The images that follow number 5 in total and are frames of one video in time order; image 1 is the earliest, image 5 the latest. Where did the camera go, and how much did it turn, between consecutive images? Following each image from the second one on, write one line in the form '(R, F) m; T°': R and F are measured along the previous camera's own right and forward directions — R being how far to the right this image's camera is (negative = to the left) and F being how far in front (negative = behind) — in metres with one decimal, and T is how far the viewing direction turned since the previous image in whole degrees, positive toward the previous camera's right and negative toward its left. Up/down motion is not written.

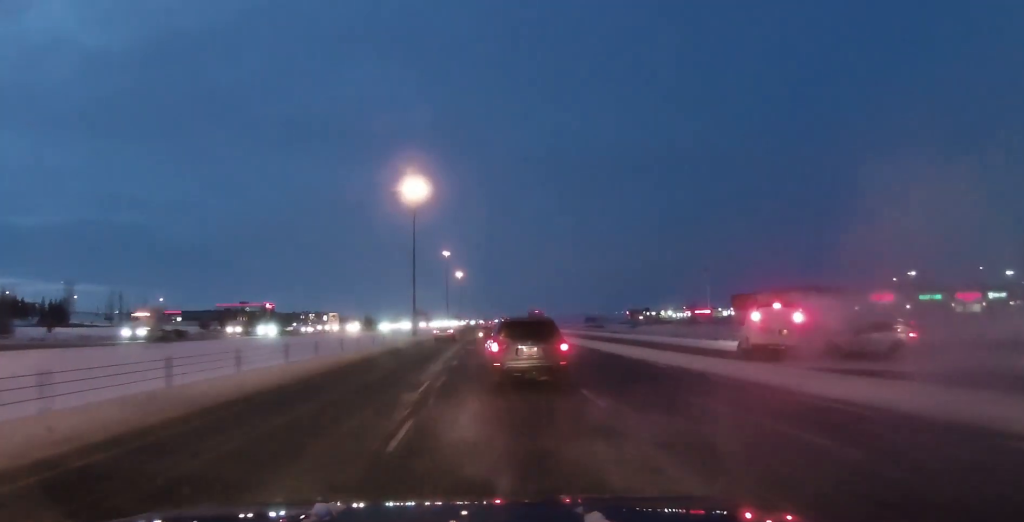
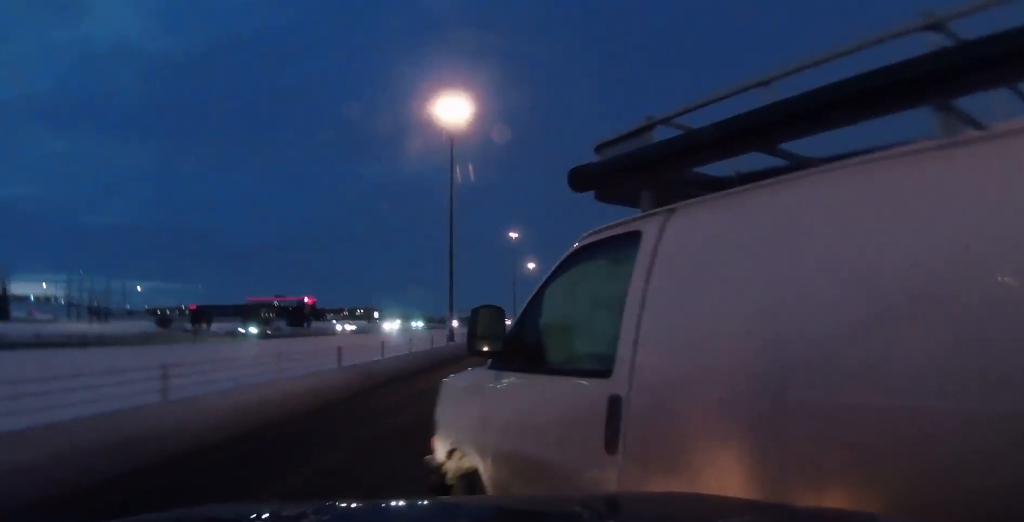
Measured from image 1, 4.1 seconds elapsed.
(-1.0, +61.7) m; -4°
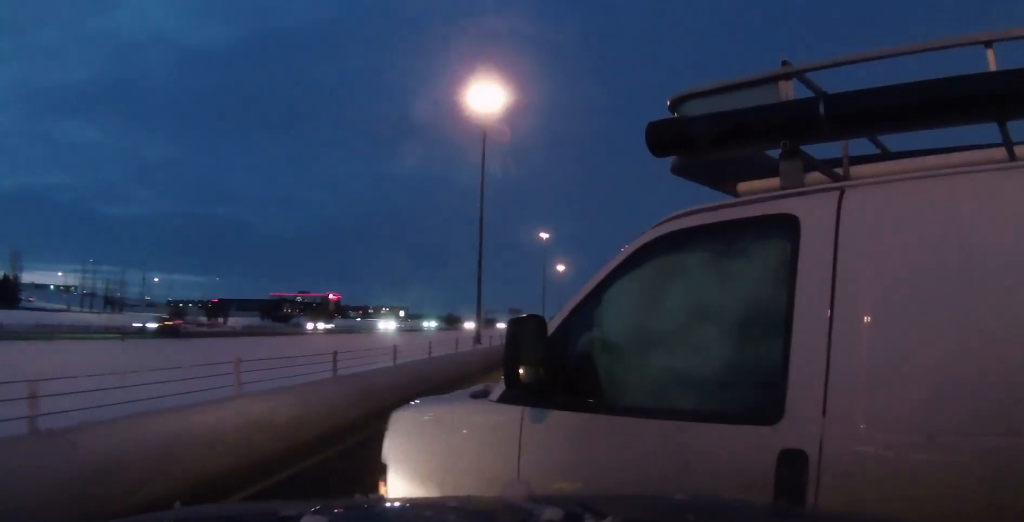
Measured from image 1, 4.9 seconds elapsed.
(+0.1, +5.8) m; +4°
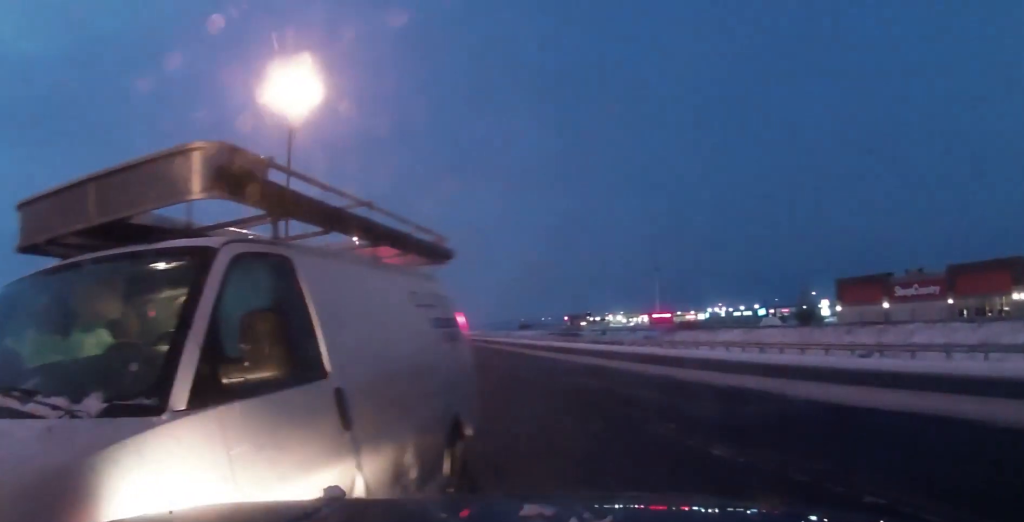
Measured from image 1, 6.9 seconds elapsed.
(+0.7, +6.3) m; +11°
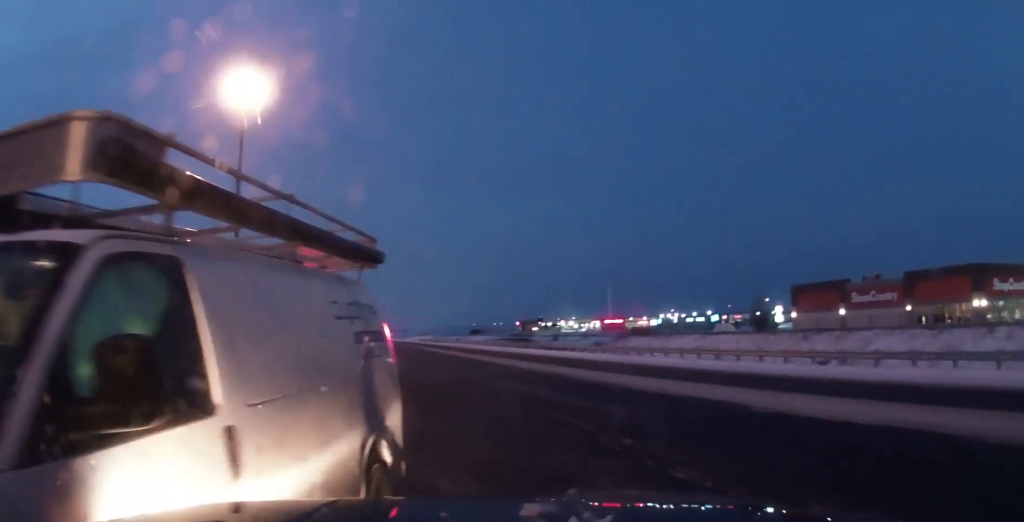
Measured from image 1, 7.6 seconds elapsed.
(-0.1, +0.8) m; +1°
